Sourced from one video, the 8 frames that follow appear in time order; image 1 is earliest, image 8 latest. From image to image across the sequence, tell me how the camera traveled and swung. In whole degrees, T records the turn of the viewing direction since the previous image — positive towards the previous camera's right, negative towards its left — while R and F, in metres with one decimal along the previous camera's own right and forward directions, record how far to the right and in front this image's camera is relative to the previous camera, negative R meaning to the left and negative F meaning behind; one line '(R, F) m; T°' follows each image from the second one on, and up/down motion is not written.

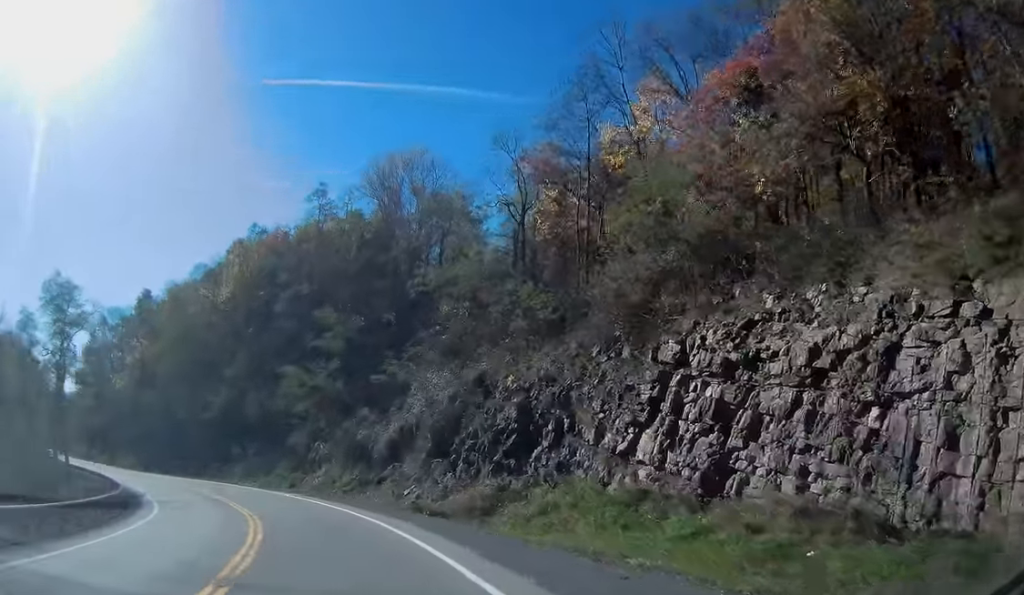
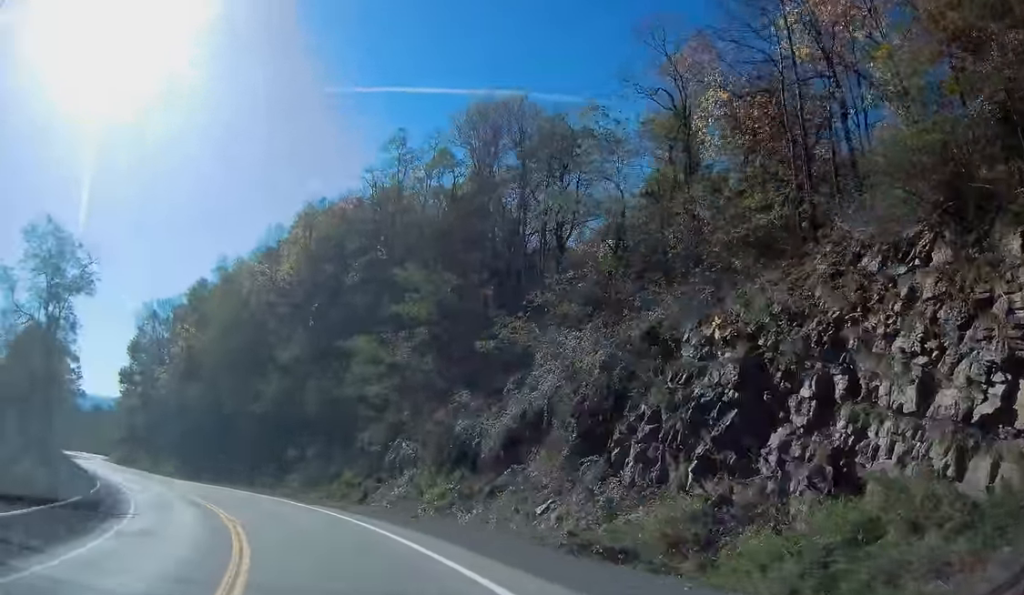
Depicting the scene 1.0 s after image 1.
(-0.7, +13.6) m; -6°
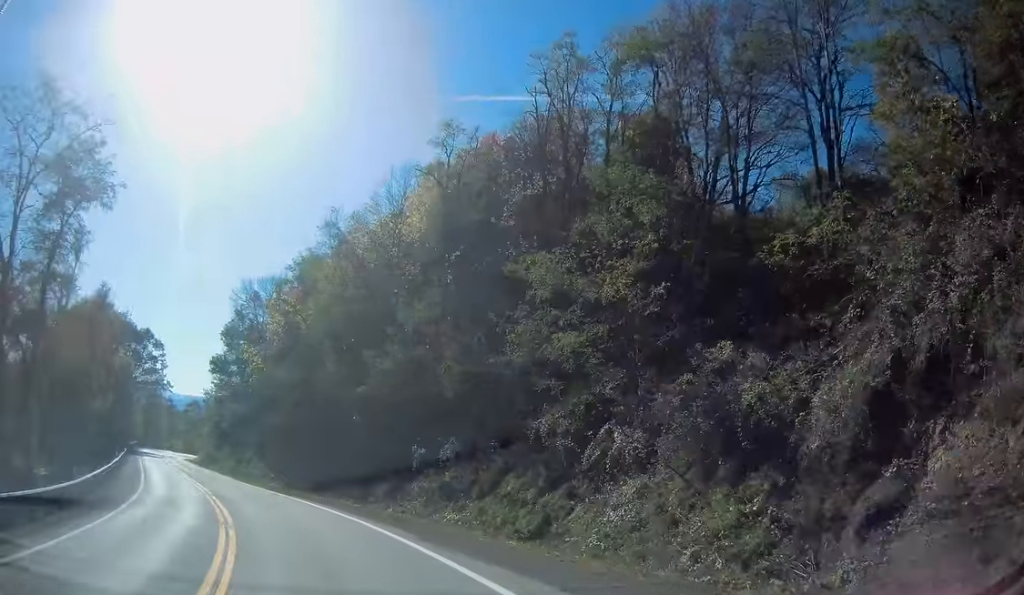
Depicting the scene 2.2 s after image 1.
(-1.3, +15.9) m; -11°
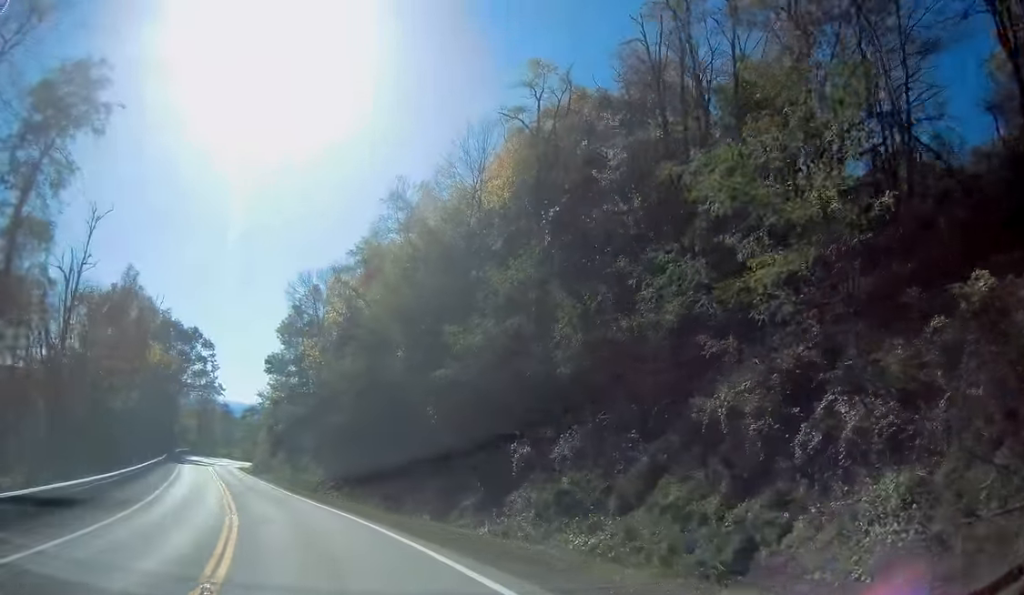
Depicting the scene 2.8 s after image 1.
(-0.5, +8.2) m; -6°
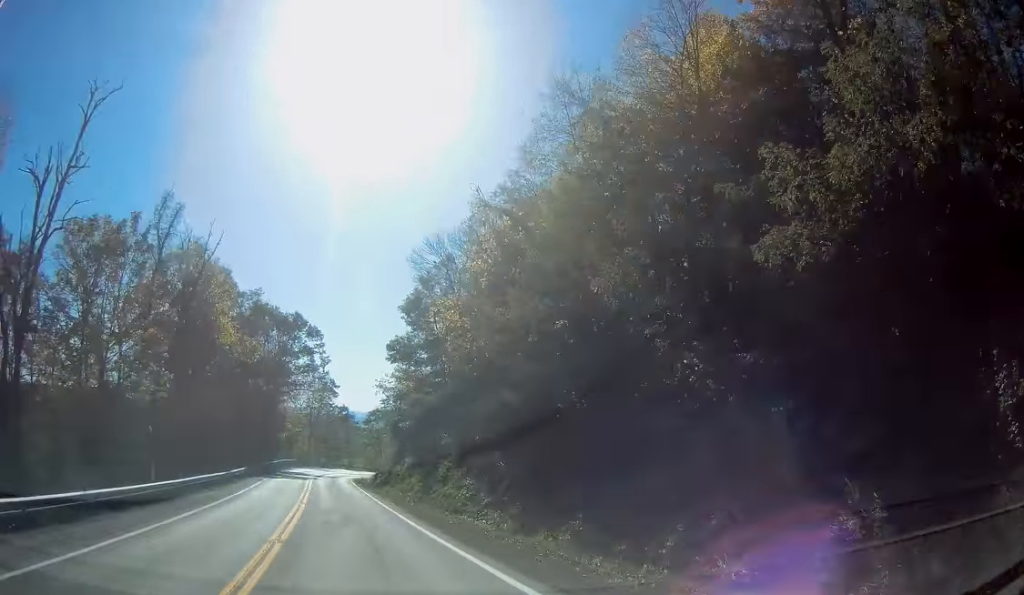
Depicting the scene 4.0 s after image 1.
(-1.7, +17.1) m; -11°
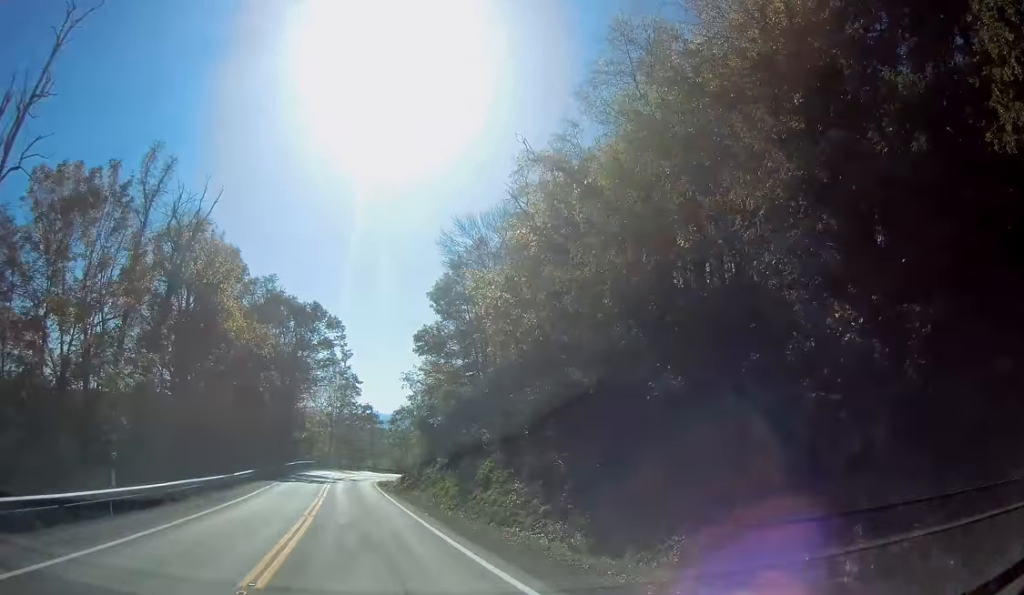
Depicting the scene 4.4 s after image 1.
(-0.4, +6.2) m; -2°
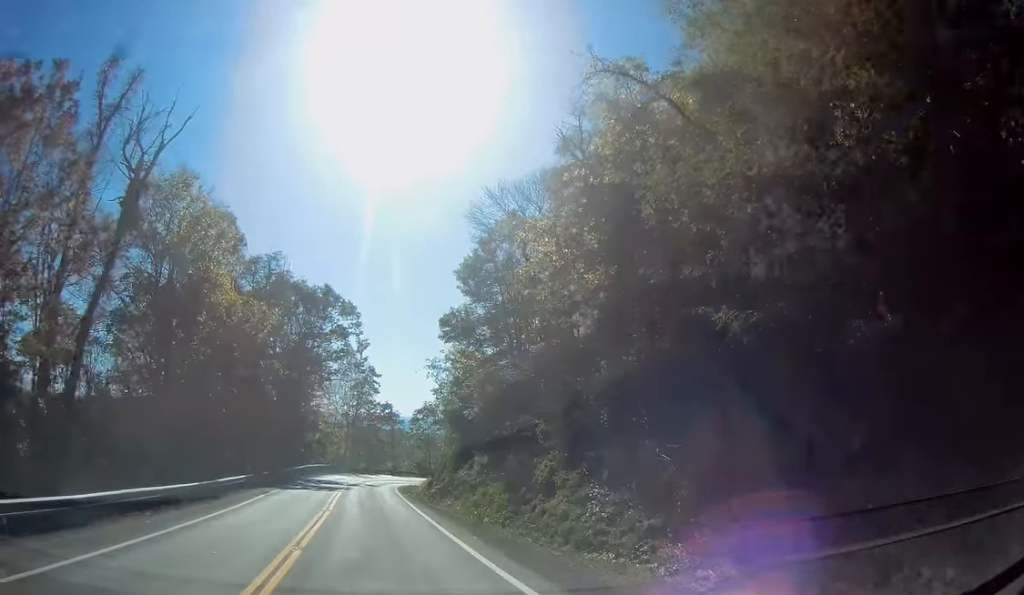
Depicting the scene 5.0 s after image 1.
(-0.3, +8.2) m; -2°
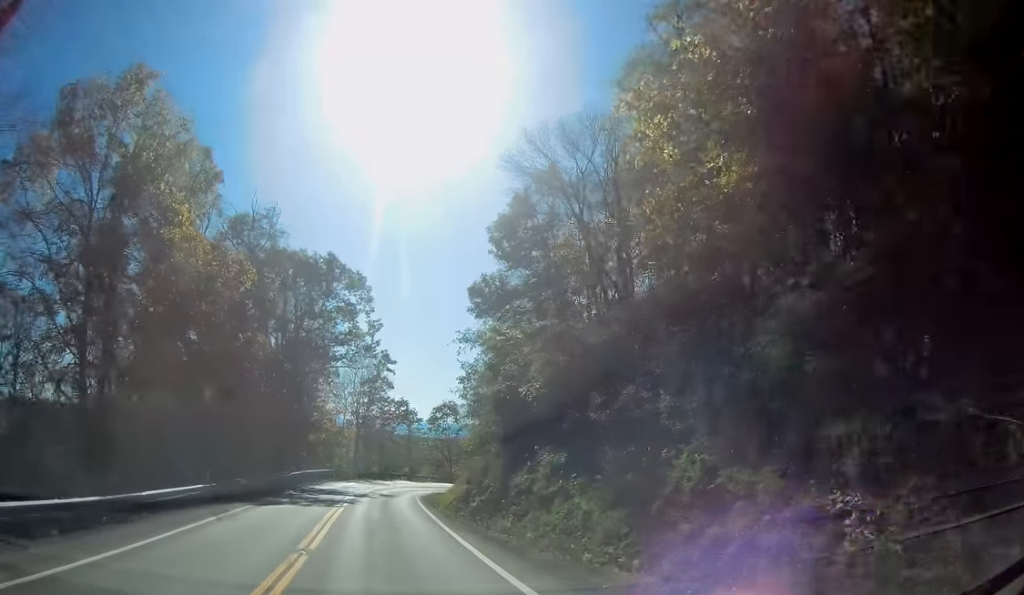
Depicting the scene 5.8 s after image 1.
(+0.1, +11.2) m; -1°
